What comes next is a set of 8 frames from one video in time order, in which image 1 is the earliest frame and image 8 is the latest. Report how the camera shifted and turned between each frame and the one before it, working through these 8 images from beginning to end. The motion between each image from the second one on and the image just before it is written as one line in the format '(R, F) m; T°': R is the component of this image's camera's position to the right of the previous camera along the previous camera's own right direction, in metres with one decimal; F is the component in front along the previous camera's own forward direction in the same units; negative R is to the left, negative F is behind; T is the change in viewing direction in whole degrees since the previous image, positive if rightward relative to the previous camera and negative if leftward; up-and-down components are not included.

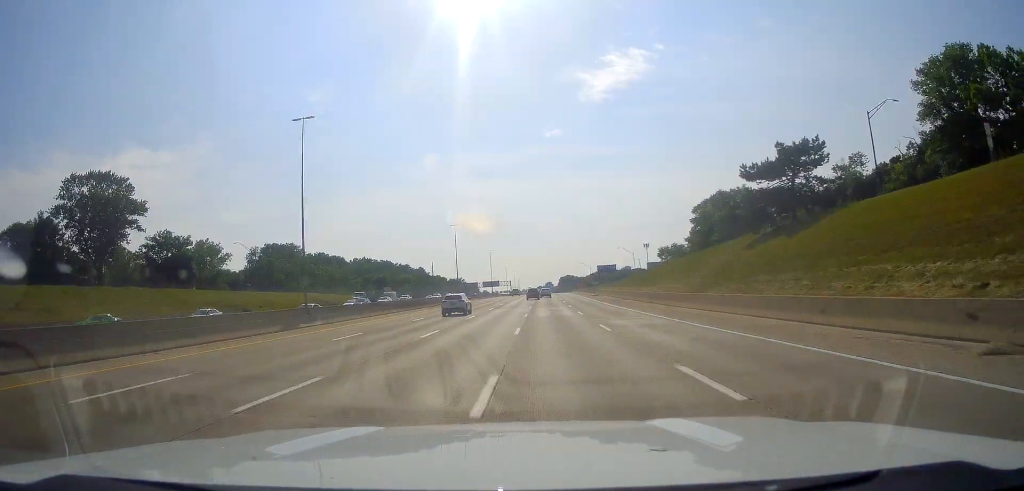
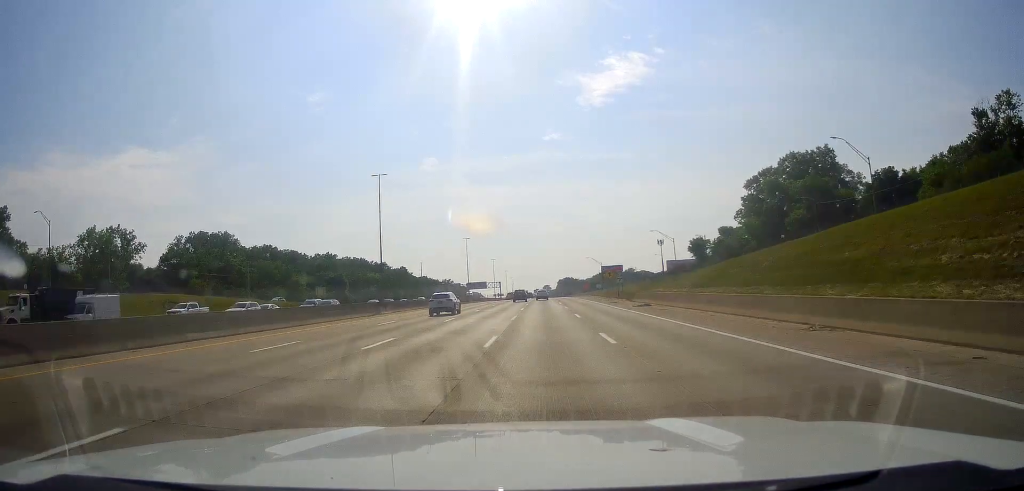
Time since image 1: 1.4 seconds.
(-0.4, +51.7) m; 0°
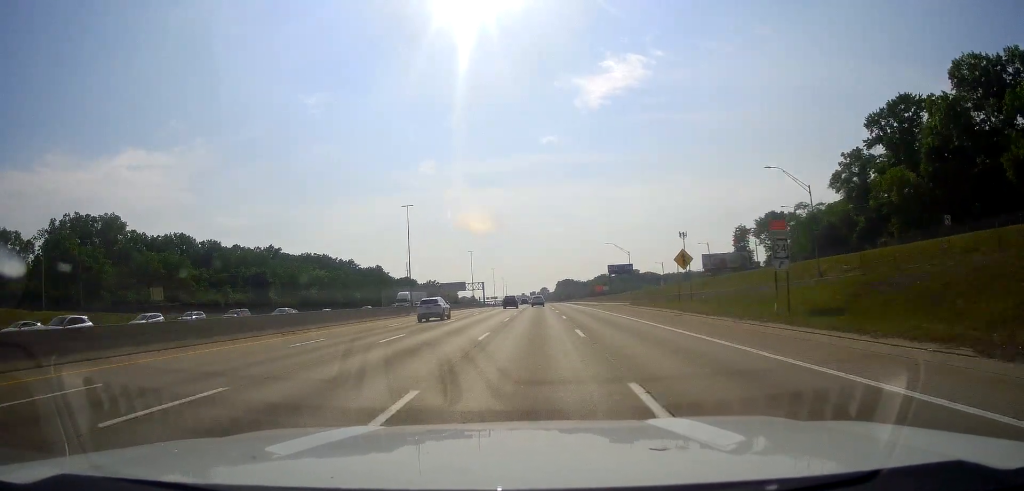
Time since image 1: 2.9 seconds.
(+1.0, +56.5) m; 0°
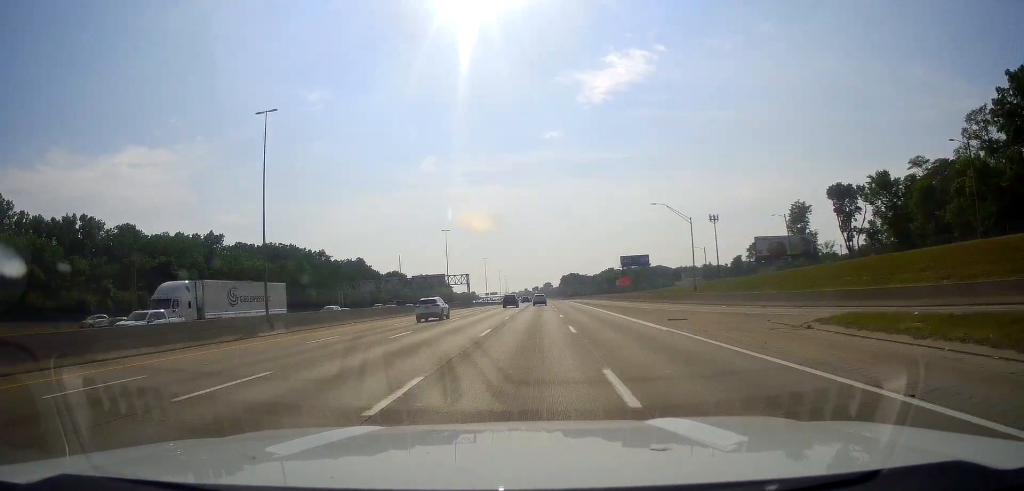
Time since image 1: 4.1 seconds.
(-0.9, +43.1) m; -1°
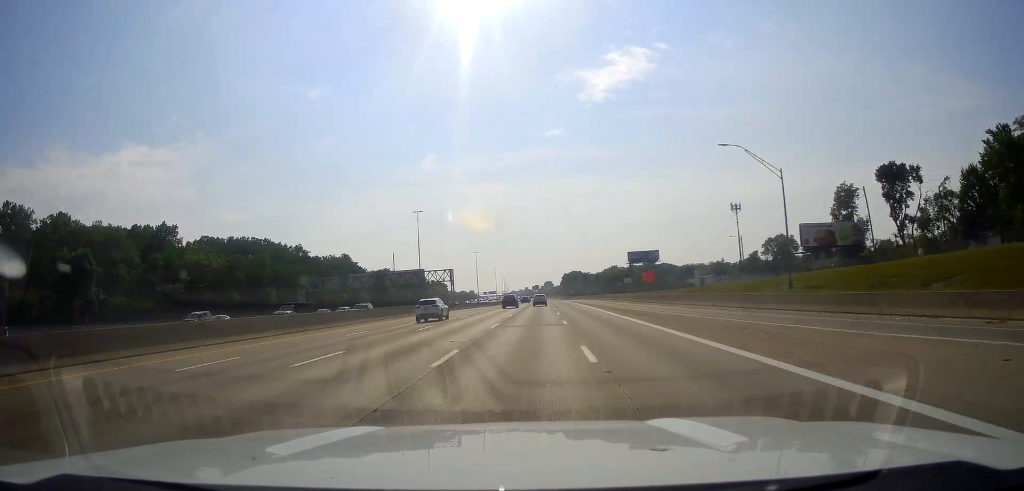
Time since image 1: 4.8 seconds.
(+0.4, +24.9) m; 0°
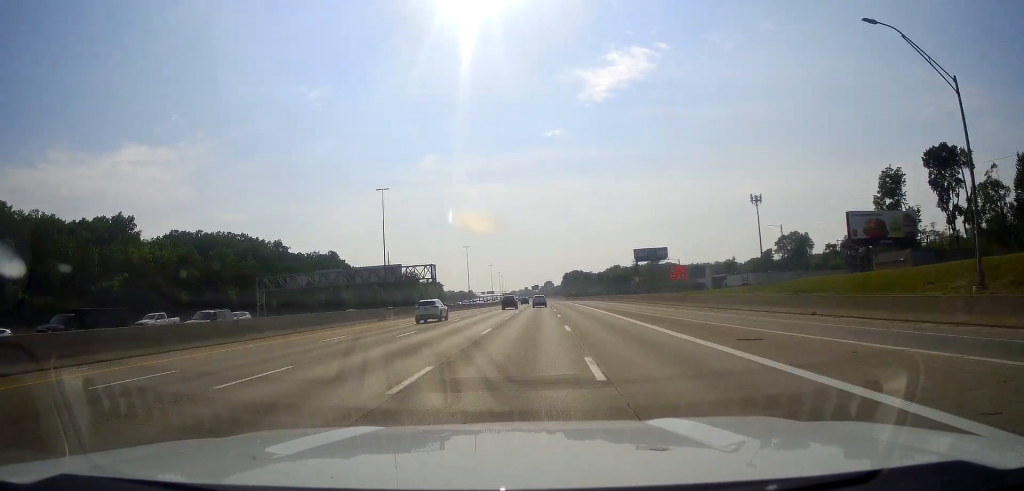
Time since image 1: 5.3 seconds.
(-0.3, +18.9) m; 0°
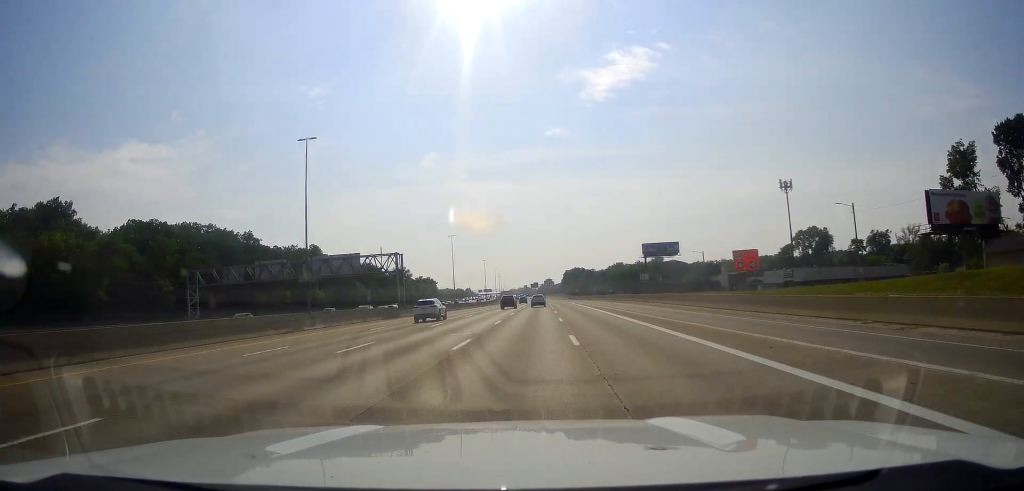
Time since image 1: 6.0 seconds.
(-0.2, +22.4) m; 0°
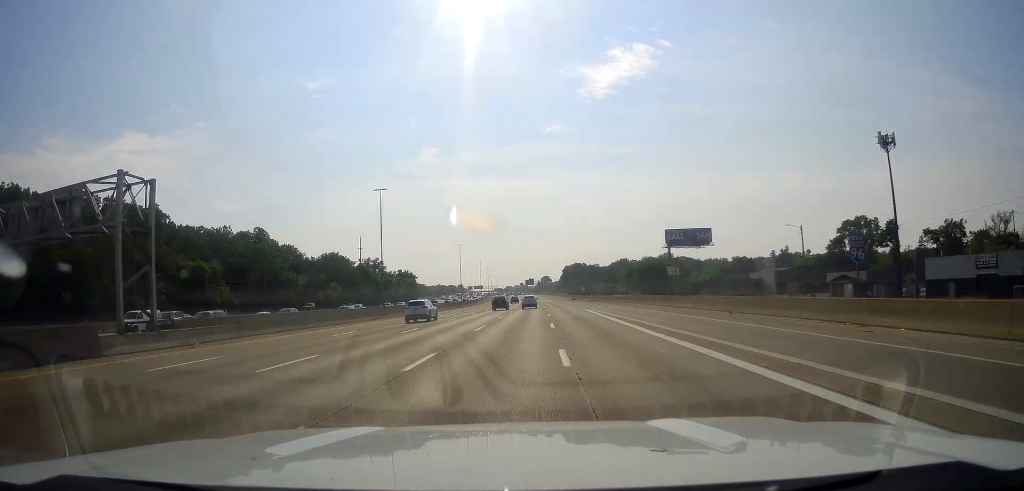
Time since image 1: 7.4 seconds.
(+0.7, +49.7) m; +1°
